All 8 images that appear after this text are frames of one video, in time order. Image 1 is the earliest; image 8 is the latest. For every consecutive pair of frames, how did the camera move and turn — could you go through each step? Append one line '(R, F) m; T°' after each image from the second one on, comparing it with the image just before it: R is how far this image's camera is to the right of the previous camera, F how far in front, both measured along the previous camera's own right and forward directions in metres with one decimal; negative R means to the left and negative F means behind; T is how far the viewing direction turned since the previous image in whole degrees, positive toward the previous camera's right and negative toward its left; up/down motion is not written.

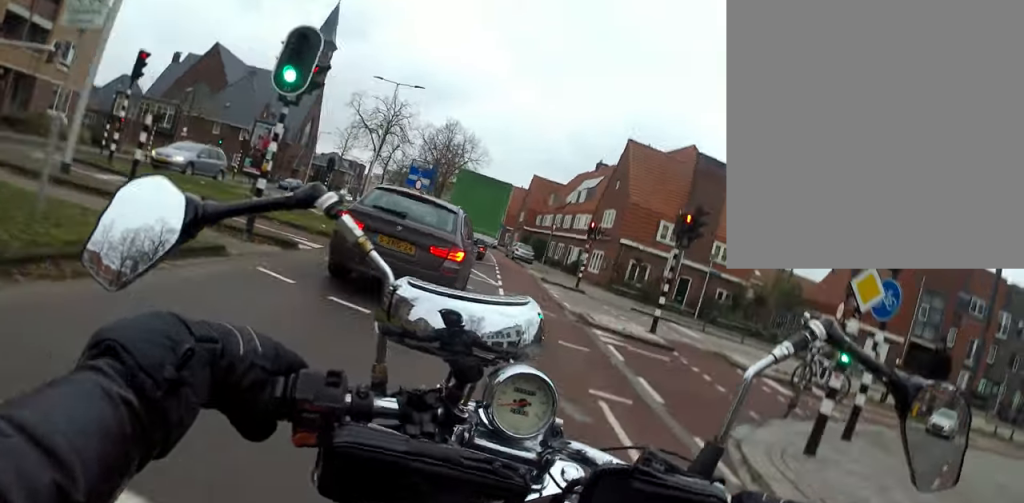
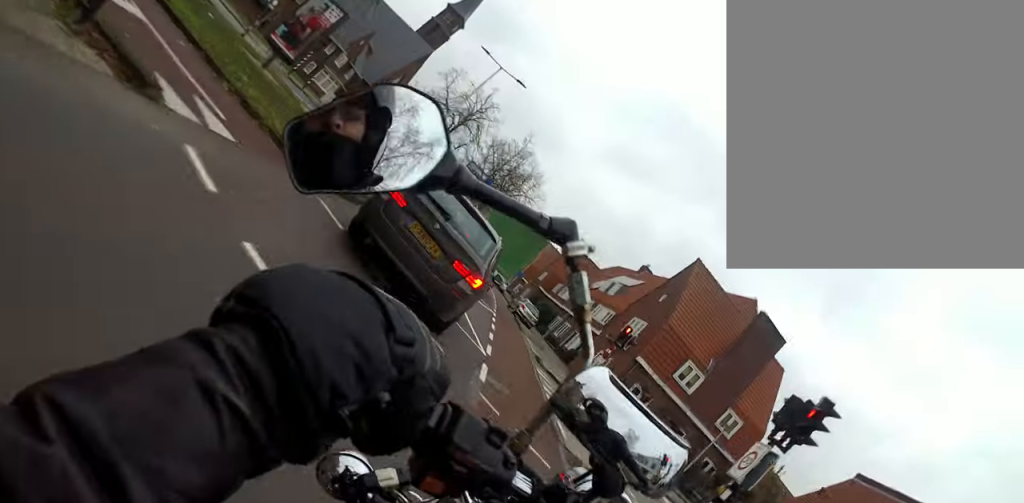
(-0.8, +4.6) m; +2°
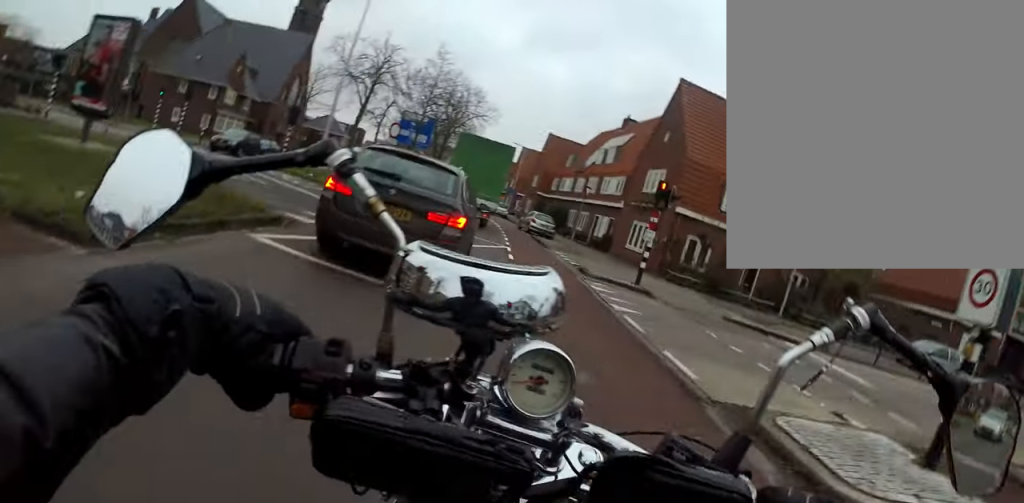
(+0.2, +3.3) m; +5°
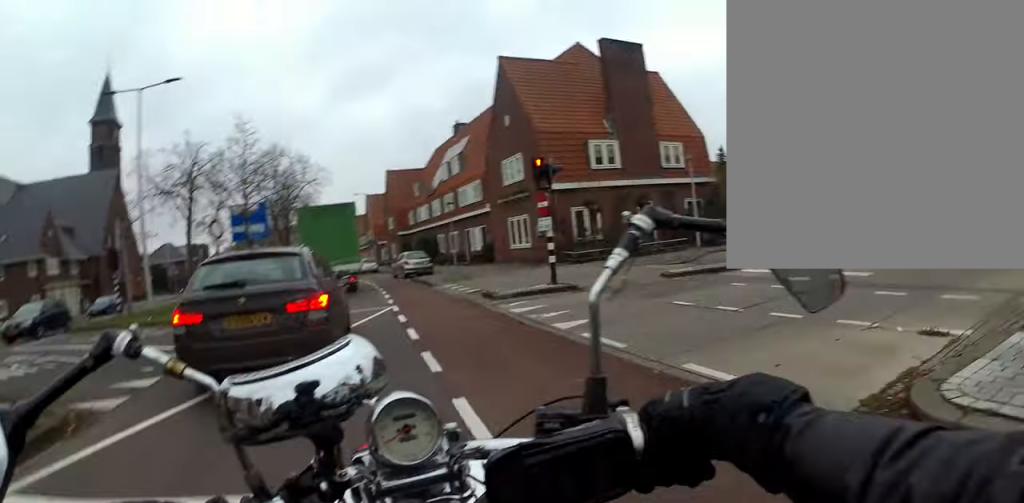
(+0.4, +2.5) m; +5°
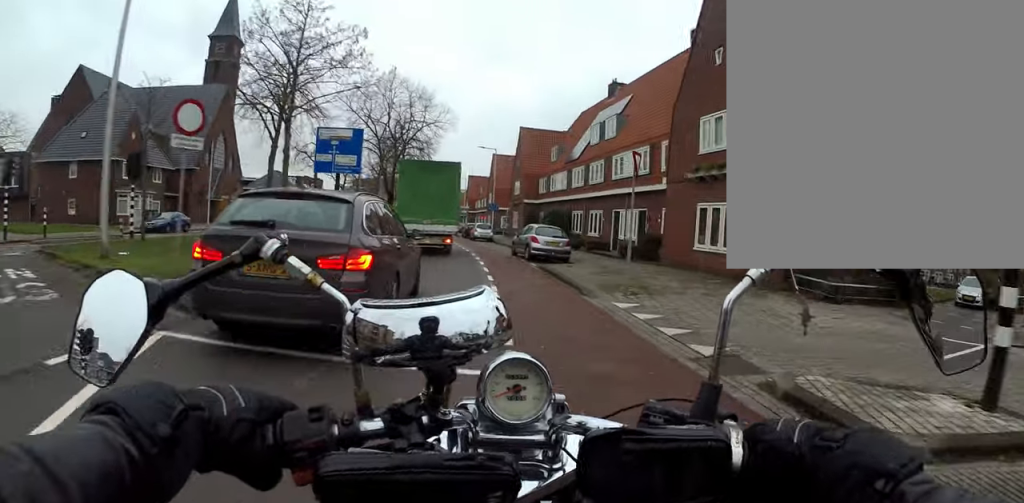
(+0.3, +8.5) m; -9°
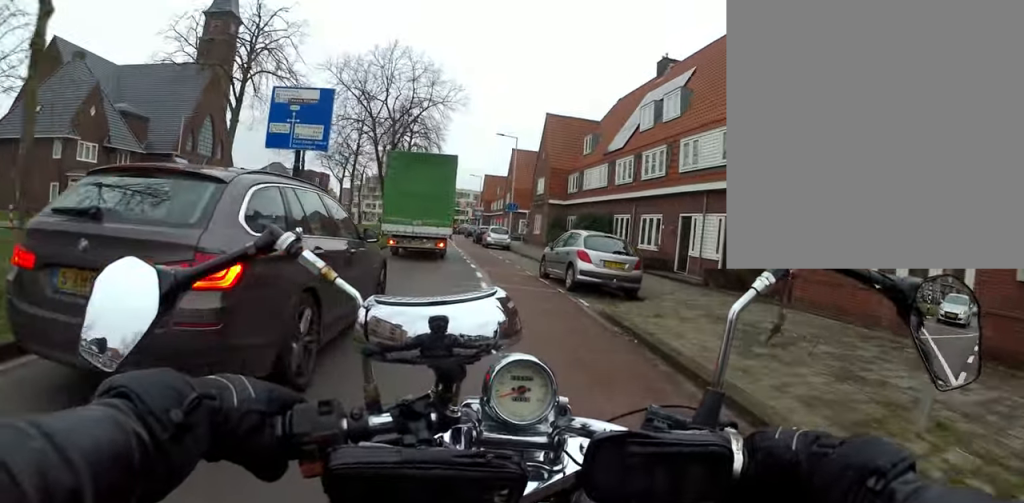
(-0.8, +7.4) m; +4°
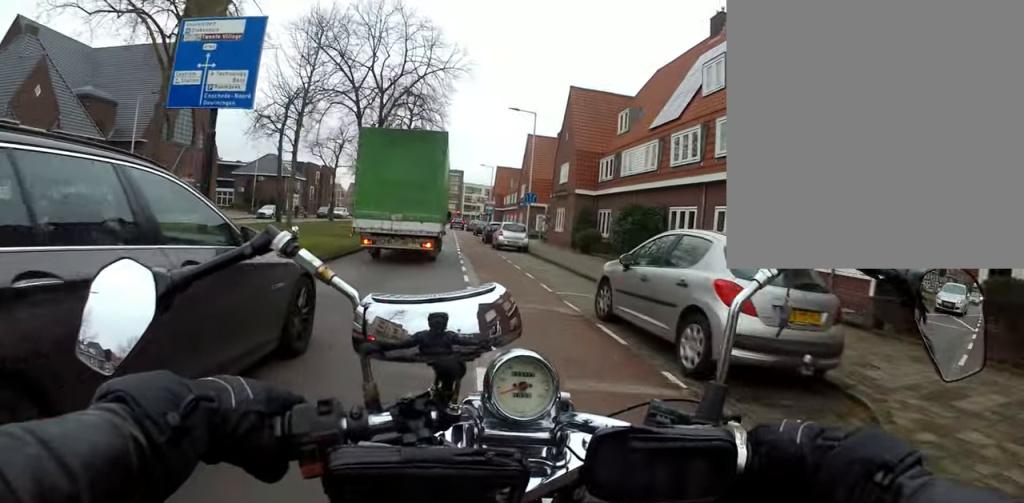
(+1.0, +6.6) m; +4°
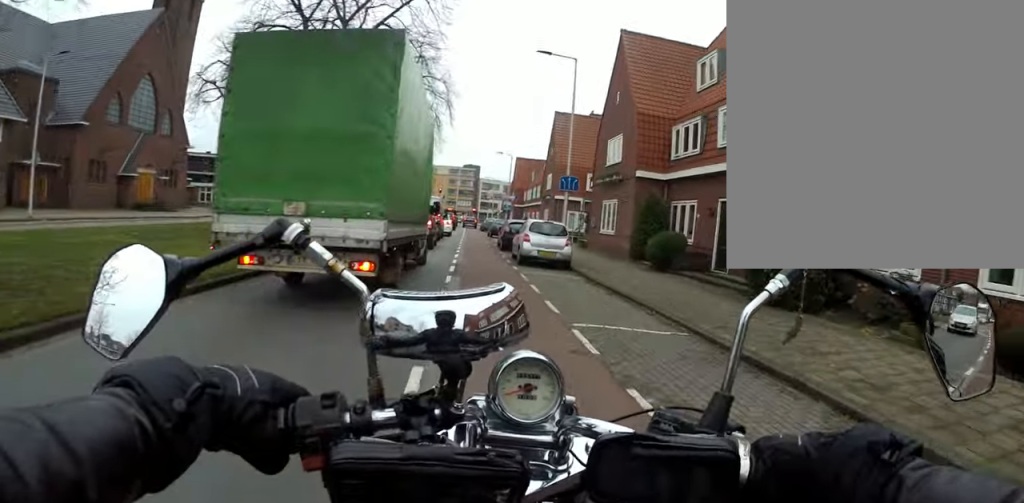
(-1.7, +8.9) m; -8°
